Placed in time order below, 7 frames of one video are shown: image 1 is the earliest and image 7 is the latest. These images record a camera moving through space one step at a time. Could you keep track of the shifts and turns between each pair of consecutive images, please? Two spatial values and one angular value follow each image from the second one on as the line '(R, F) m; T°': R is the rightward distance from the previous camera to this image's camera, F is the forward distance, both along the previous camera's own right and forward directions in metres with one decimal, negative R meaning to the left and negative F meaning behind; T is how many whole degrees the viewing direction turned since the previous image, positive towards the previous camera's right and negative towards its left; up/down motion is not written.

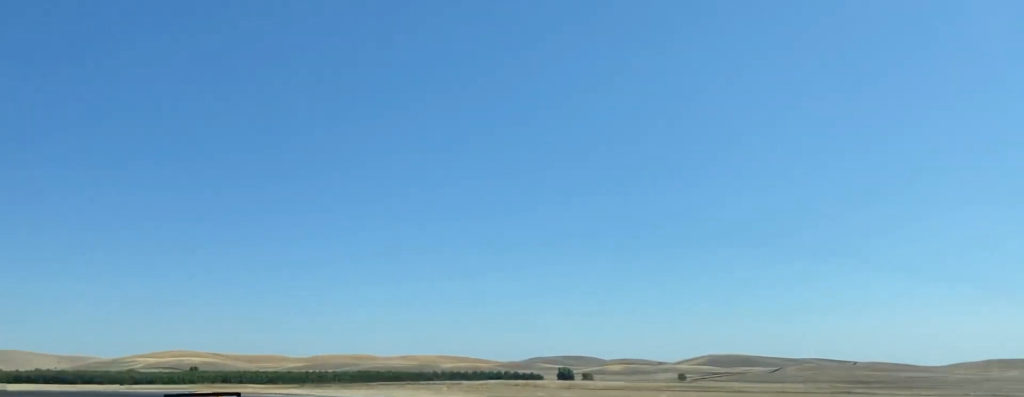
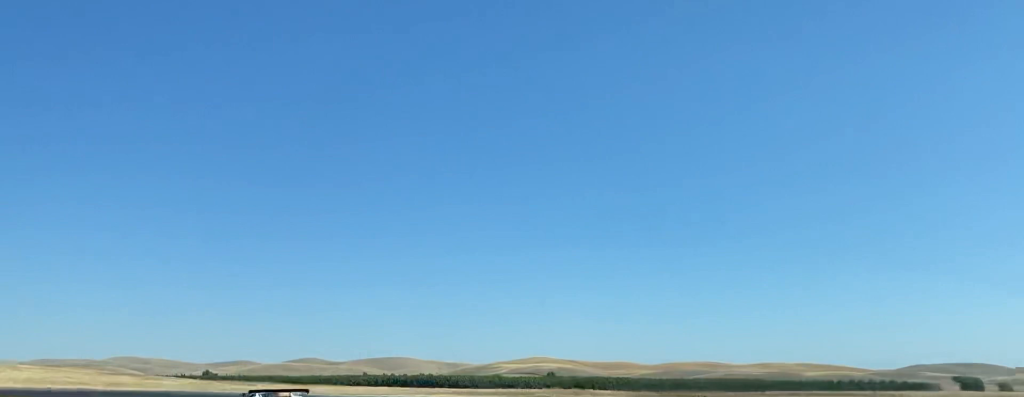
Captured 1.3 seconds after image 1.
(-8.3, +38.7) m; -25°
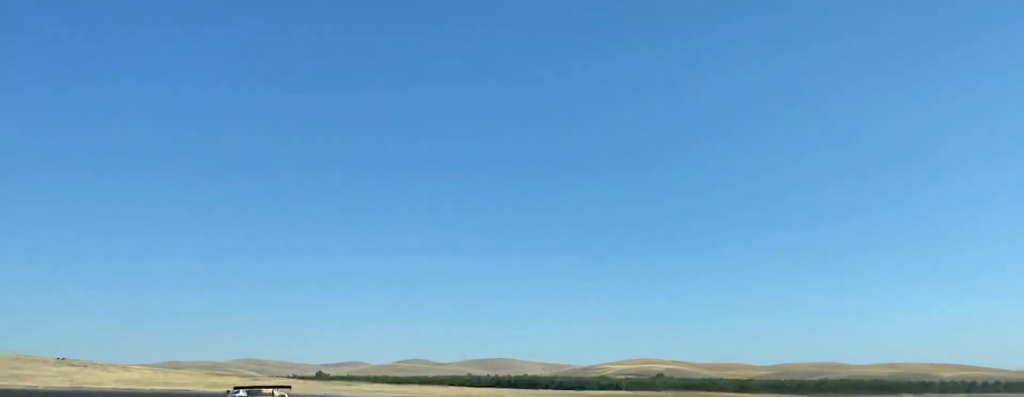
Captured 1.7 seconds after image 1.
(-2.4, +15.4) m; -8°
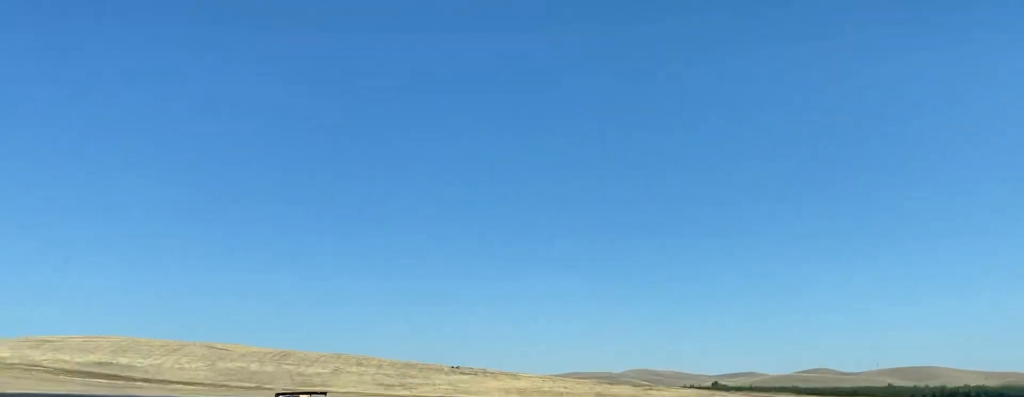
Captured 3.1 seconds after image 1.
(-6.6, +45.5) m; -23°
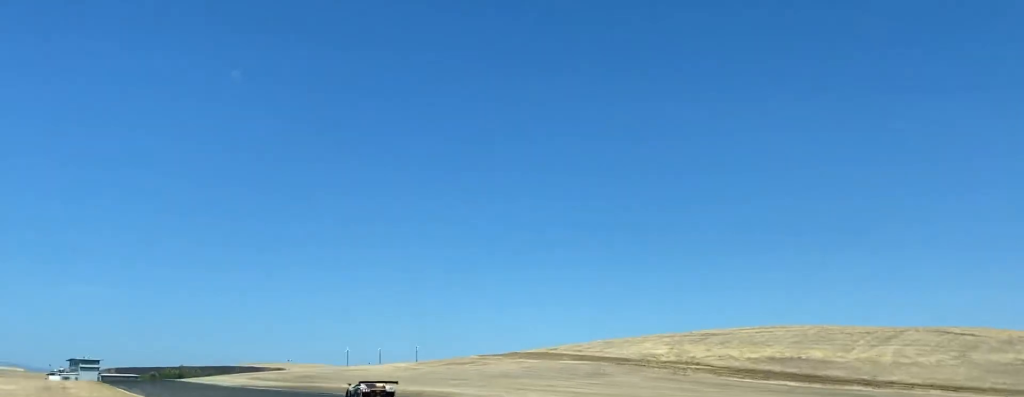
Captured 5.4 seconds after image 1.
(-38.9, +78.2) m; -43°
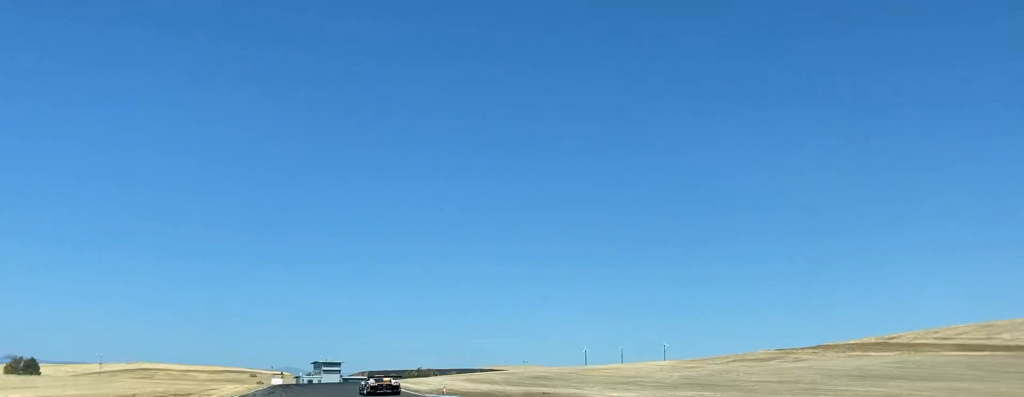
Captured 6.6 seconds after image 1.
(-3.8, +49.4) m; -3°
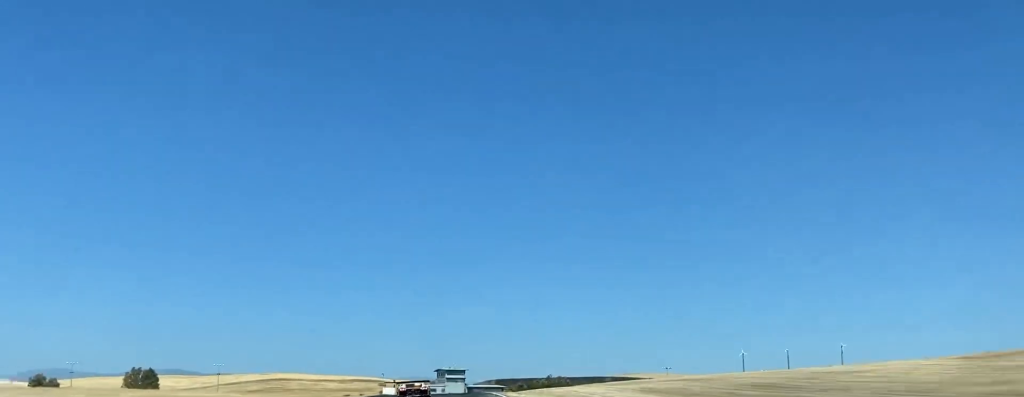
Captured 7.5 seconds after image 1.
(+0.5, +35.4) m; +2°
